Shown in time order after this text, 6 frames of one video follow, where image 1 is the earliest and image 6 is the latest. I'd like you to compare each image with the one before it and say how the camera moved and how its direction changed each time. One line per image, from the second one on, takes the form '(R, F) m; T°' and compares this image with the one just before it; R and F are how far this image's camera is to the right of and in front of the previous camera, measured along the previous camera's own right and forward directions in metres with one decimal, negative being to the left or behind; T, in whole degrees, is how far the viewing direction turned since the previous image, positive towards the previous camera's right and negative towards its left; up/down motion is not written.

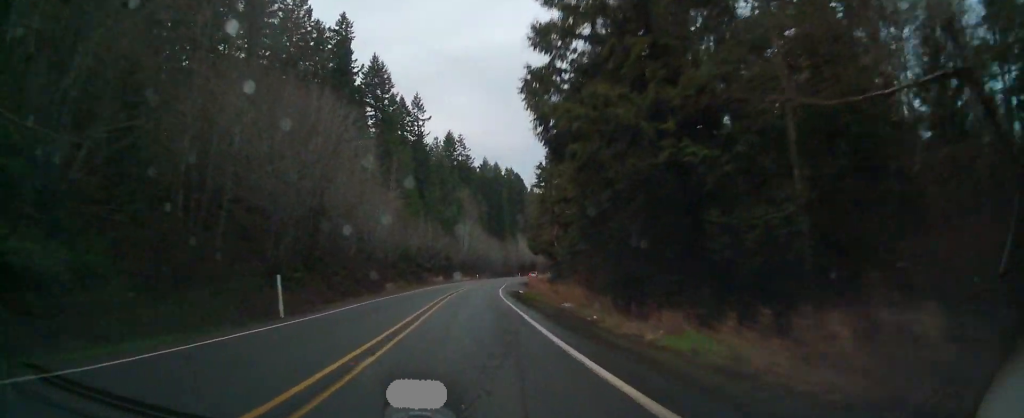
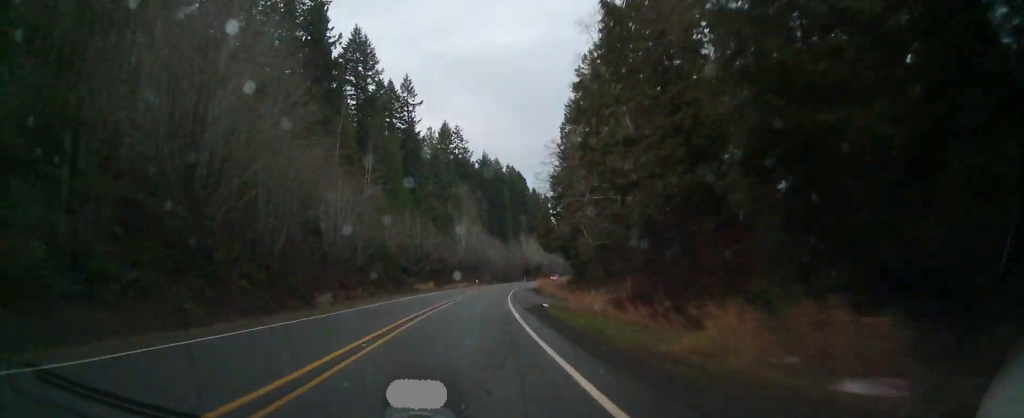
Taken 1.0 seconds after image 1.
(-0.1, +21.8) m; 0°
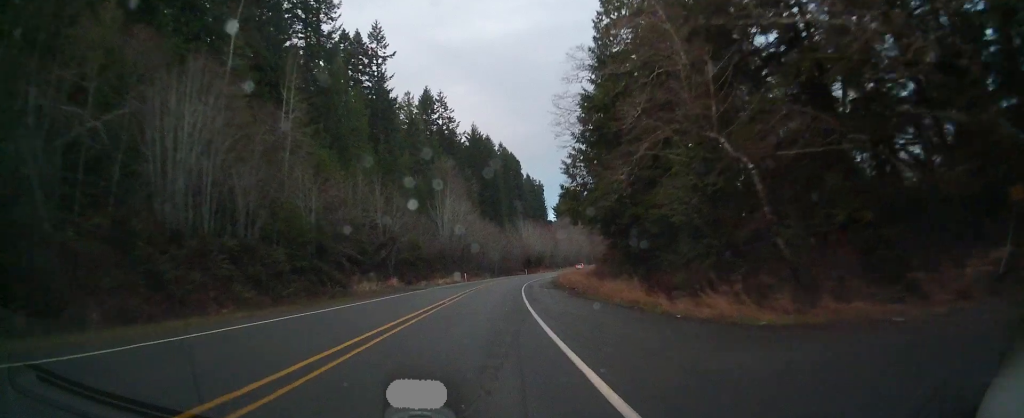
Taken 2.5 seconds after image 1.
(0.0, +27.3) m; 0°
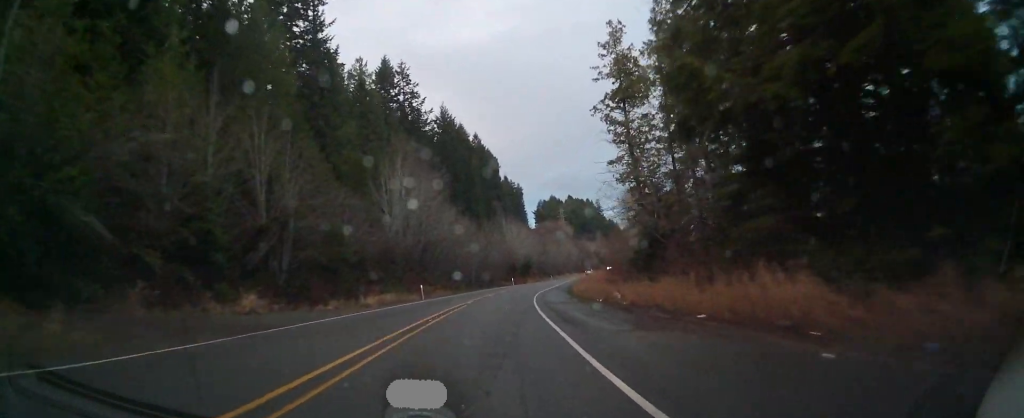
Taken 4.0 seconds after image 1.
(0.0, +28.3) m; +3°
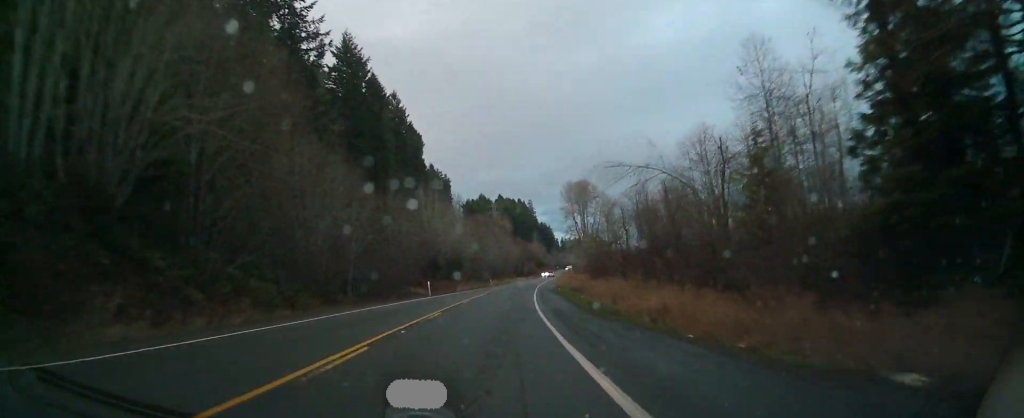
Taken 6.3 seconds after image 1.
(+3.7, +48.5) m; +6°
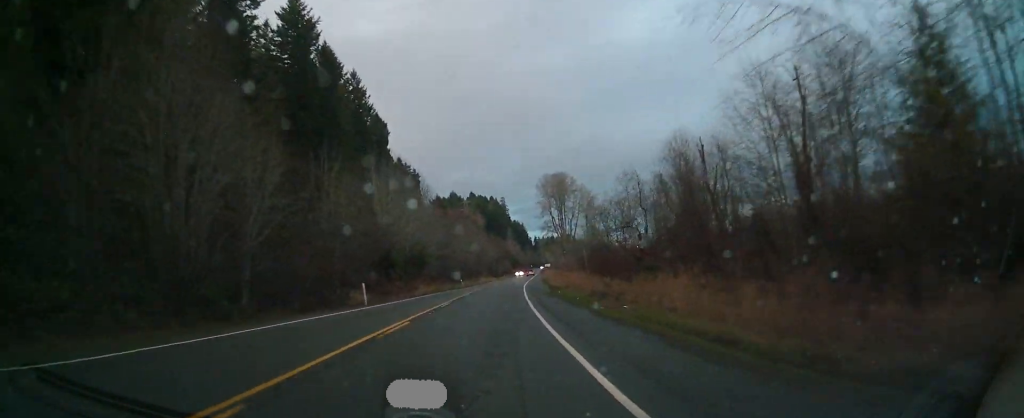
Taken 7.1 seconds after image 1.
(0.0, +18.5) m; 0°
